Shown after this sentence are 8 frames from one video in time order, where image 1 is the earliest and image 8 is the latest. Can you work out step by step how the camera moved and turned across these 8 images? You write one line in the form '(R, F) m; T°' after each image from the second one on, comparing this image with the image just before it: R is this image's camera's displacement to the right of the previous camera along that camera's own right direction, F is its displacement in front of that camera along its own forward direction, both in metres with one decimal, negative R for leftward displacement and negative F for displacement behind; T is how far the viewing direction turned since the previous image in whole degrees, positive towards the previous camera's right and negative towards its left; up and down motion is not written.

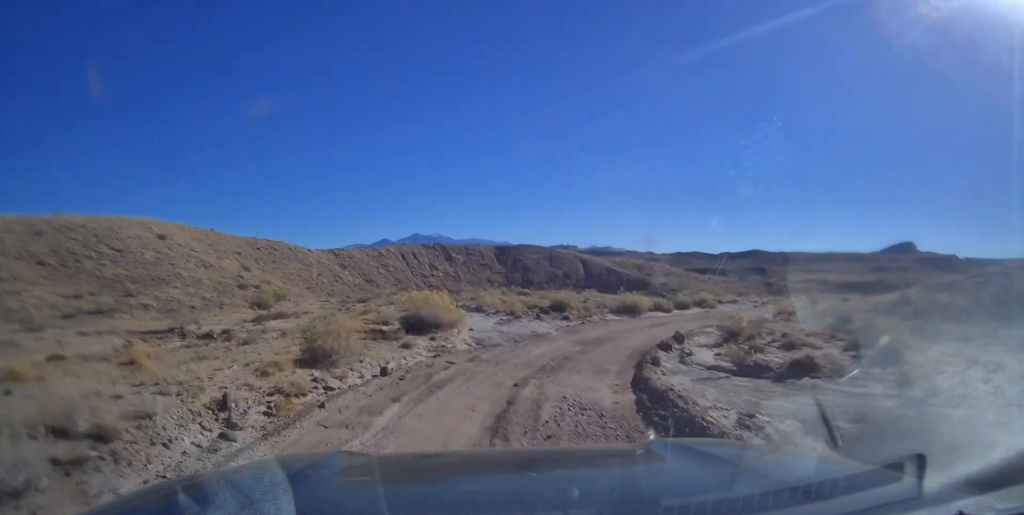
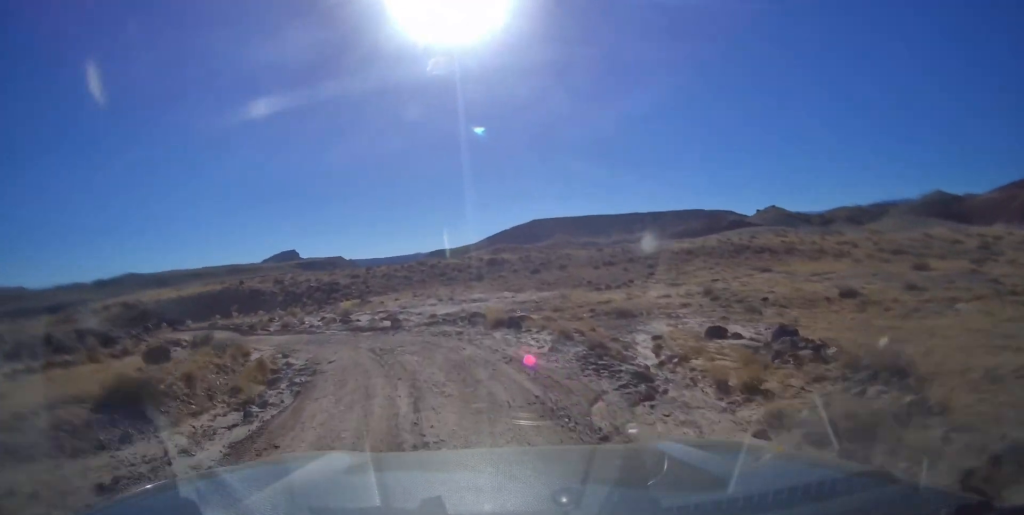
(+36.7, +45.7) m; +66°
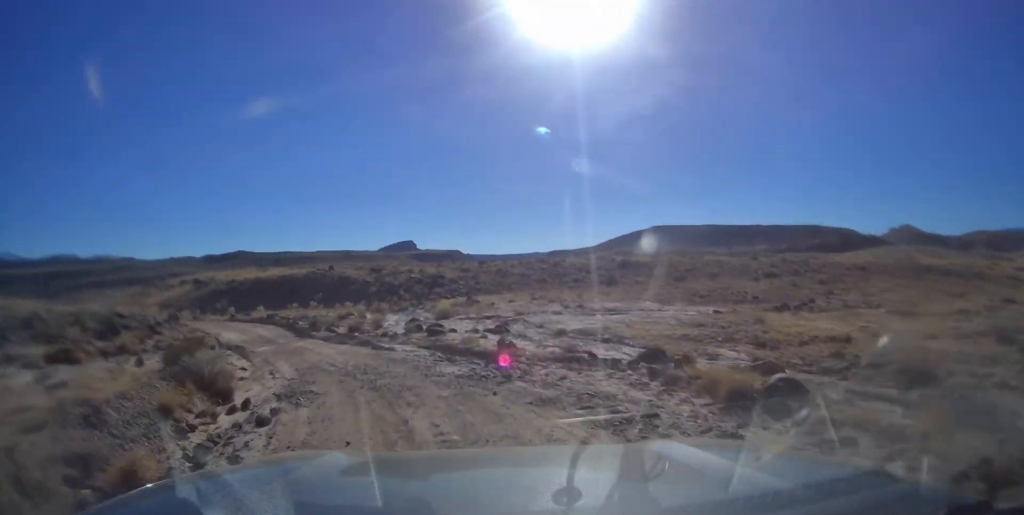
(+0.4, +10.3) m; -2°
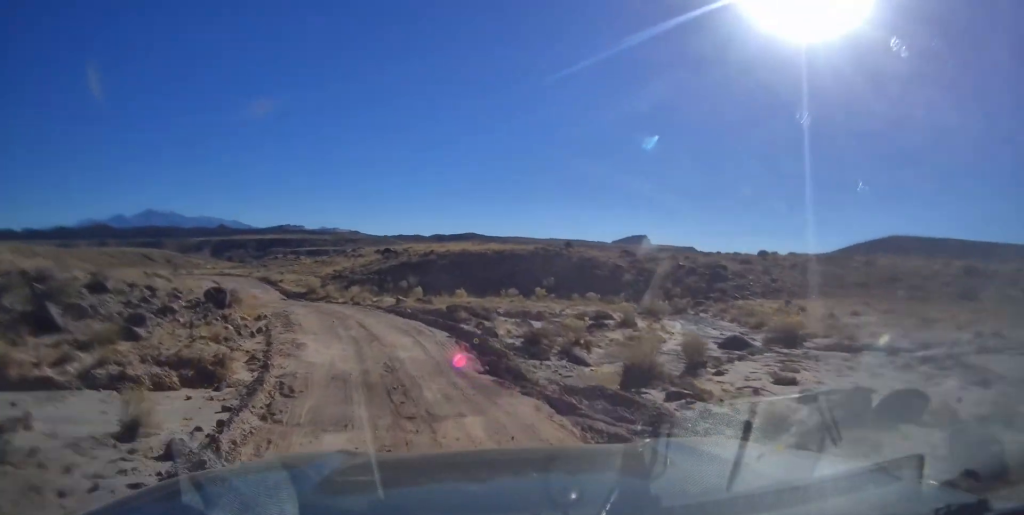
(-1.4, +16.7) m; -13°
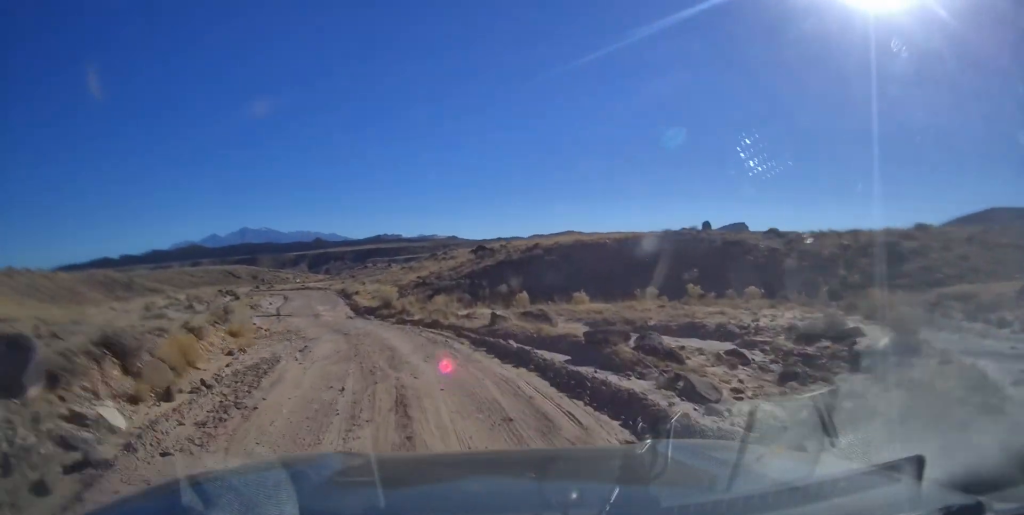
(-1.2, +8.9) m; -10°
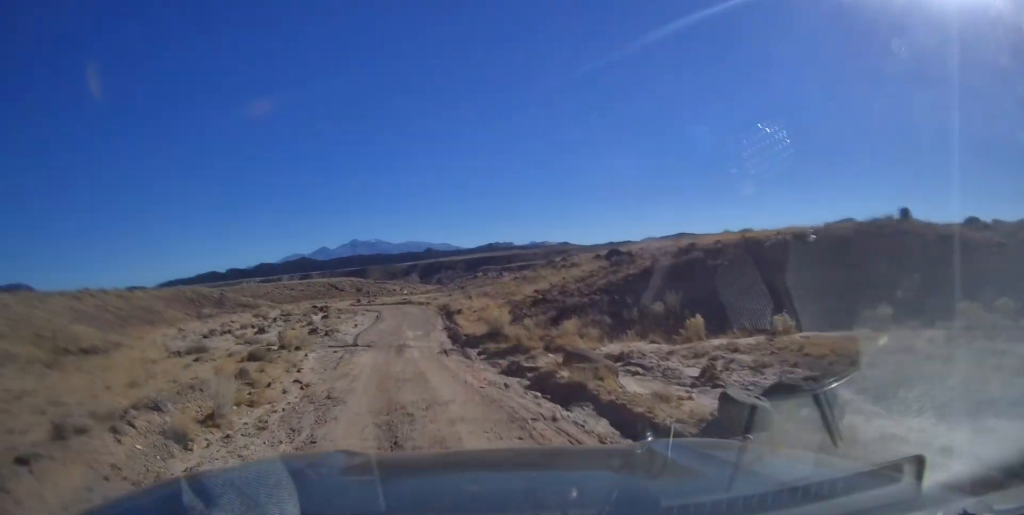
(-0.2, +9.5) m; -11°
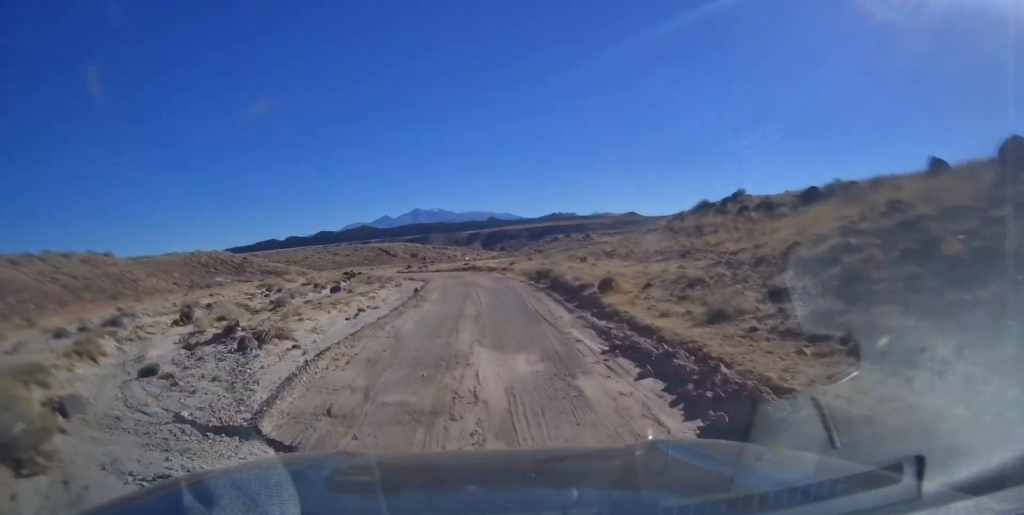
(-5.1, +20.1) m; -24°
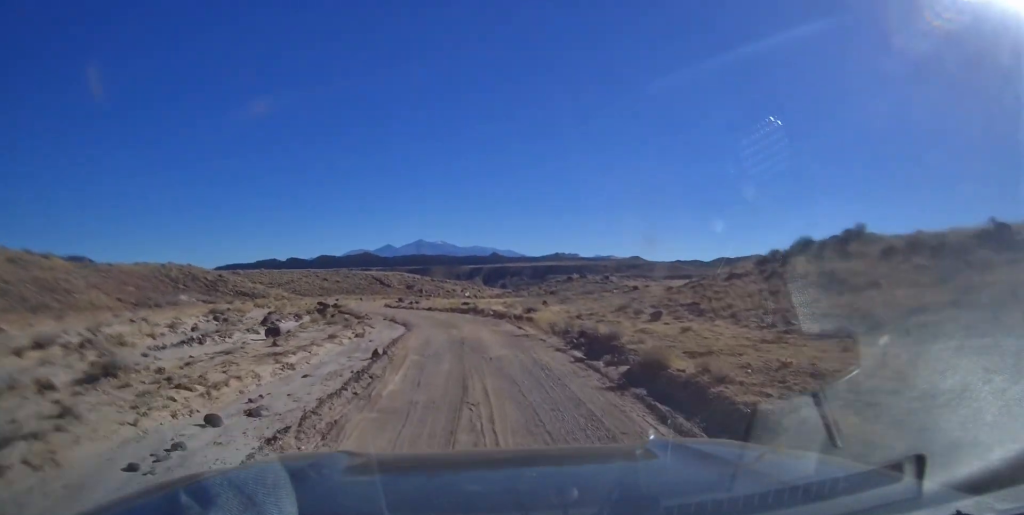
(-1.6, +9.9) m; -5°
